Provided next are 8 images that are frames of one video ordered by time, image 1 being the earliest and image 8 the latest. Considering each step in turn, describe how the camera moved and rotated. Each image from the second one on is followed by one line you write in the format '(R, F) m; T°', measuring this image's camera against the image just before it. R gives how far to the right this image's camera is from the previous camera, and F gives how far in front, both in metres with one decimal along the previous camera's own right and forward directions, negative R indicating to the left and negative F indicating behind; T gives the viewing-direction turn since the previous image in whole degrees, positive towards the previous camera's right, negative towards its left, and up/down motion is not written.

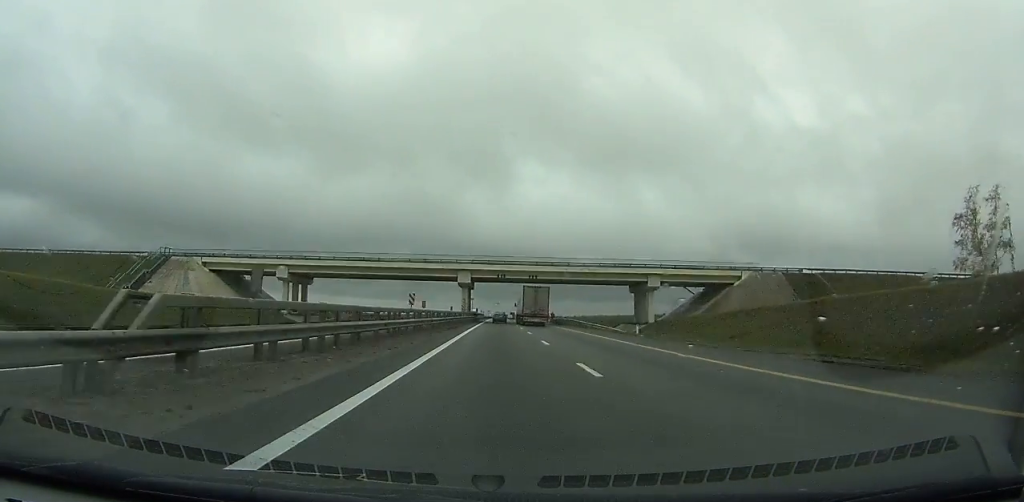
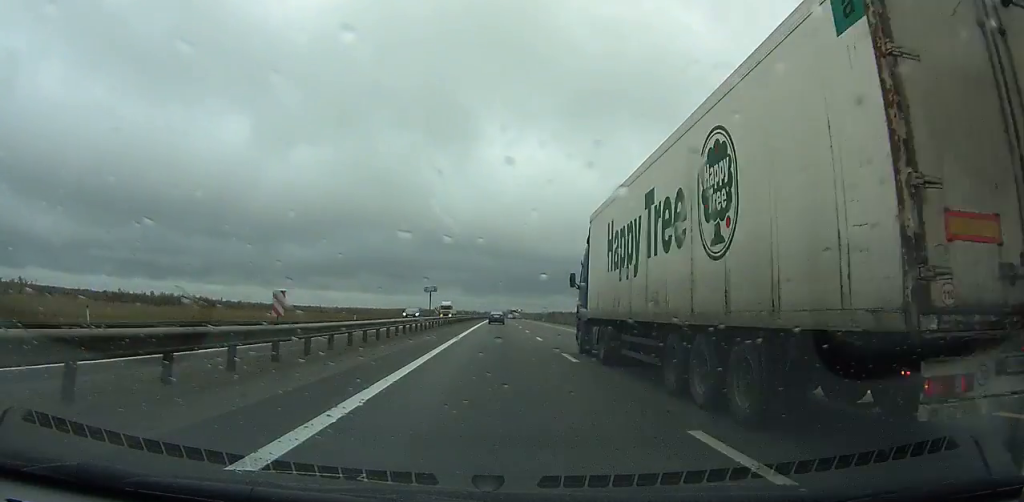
(+2.0, +159.7) m; +1°
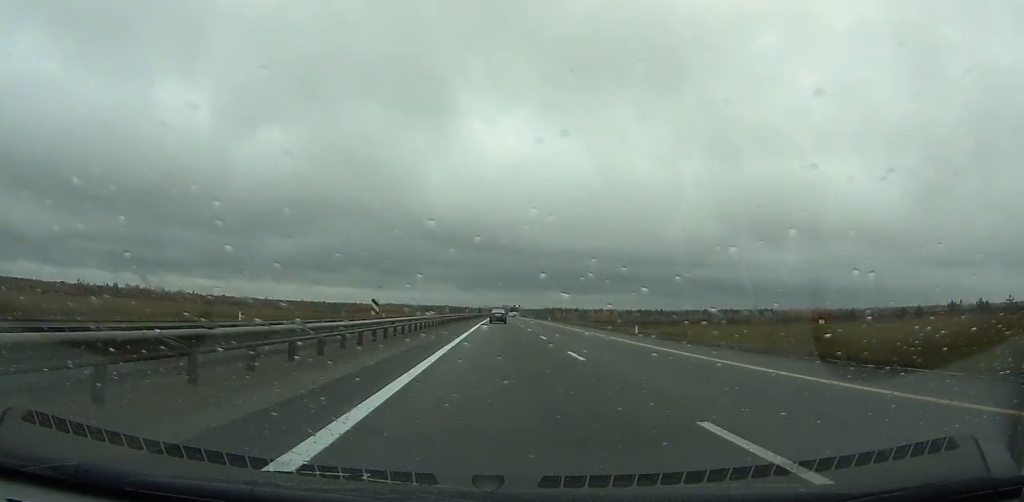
(+0.6, +82.9) m; +1°
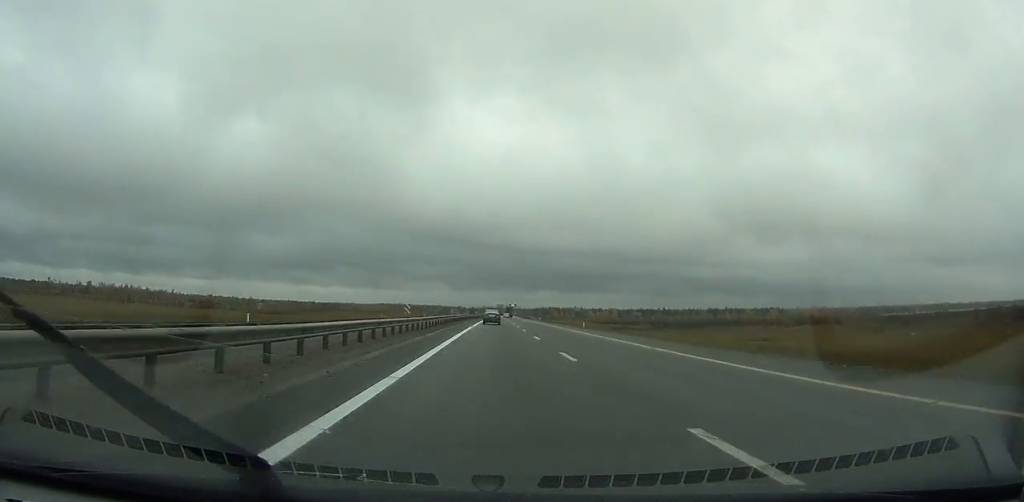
(+0.2, +48.1) m; 0°
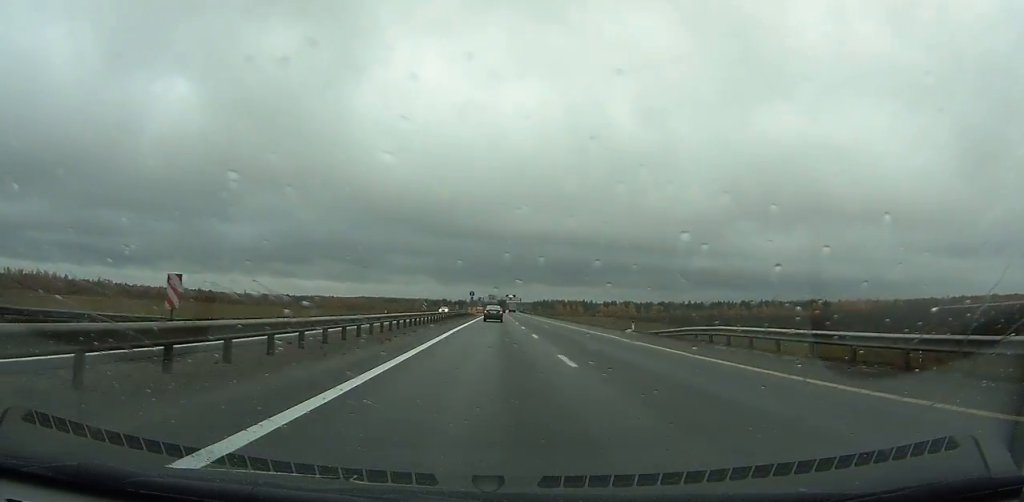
(+1.2, +171.0) m; +1°
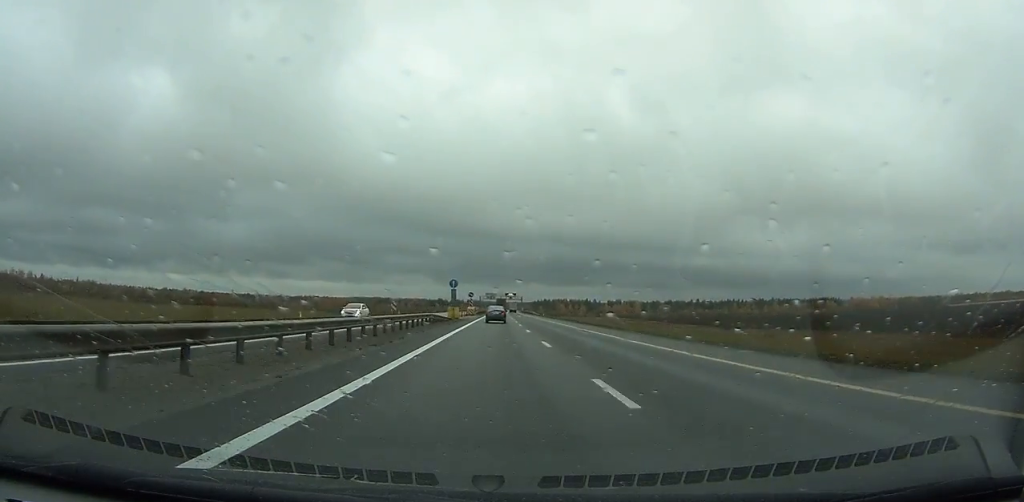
(0.0, +41.5) m; 0°
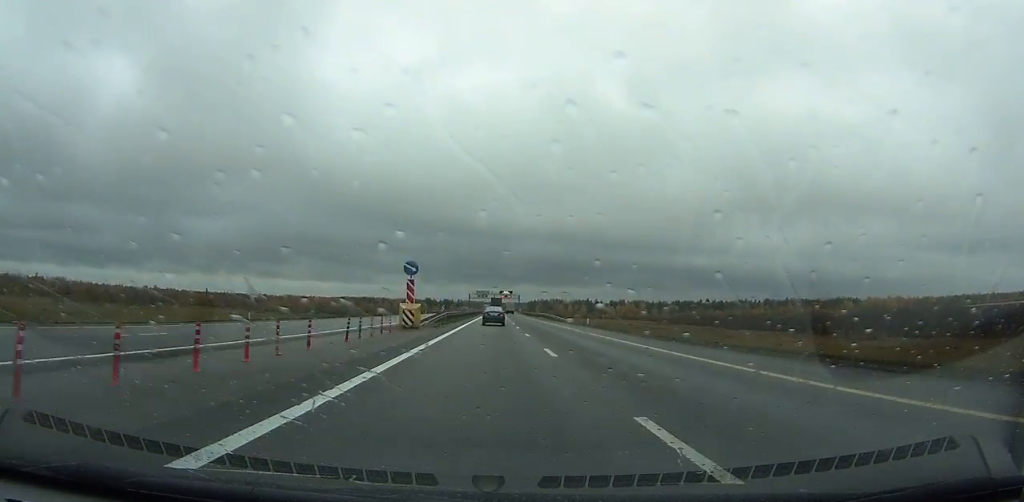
(+0.3, +65.8) m; +1°
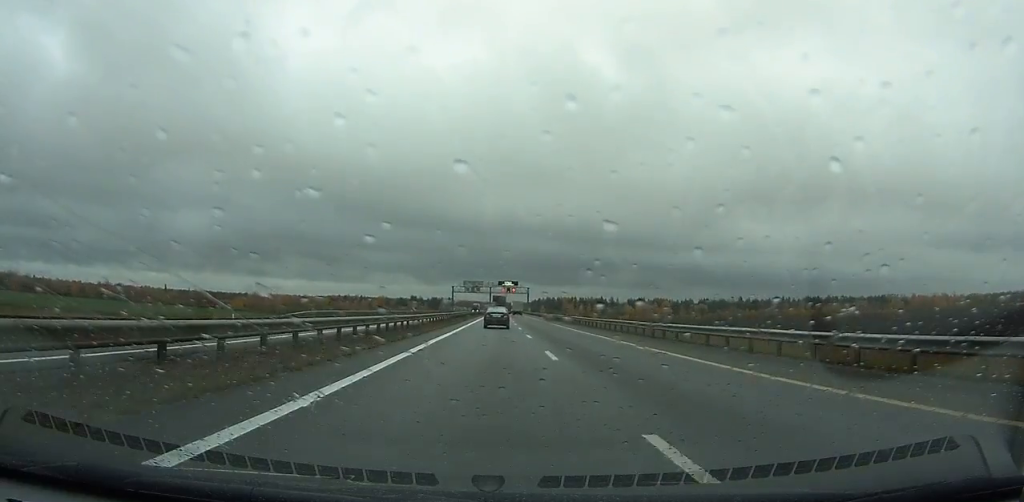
(+0.9, +115.3) m; +1°
